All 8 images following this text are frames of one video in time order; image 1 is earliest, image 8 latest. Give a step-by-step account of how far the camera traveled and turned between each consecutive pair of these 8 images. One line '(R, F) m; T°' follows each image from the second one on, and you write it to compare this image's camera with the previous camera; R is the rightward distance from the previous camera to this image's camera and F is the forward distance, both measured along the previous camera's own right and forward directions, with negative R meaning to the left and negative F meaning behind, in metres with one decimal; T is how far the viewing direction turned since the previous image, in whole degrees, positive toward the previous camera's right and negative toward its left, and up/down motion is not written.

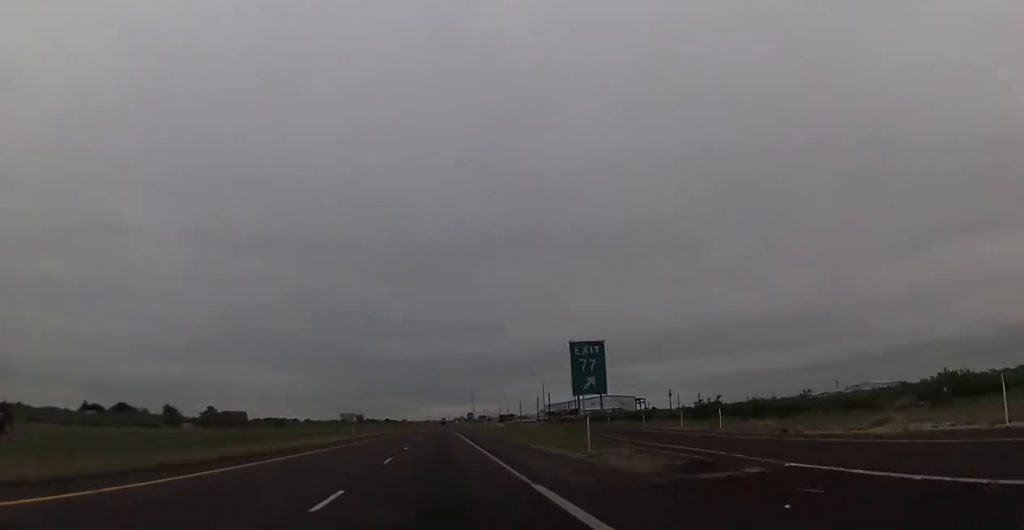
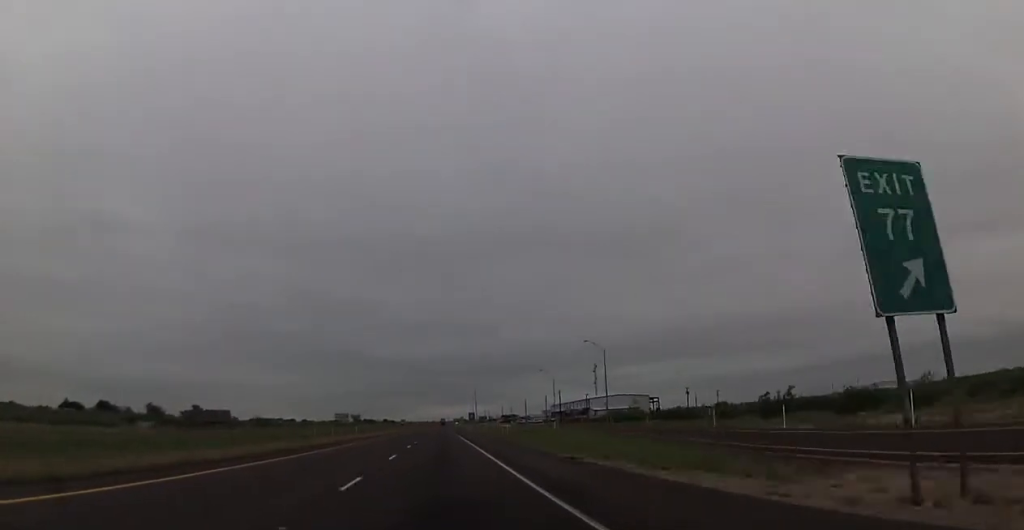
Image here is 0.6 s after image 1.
(-0.2, +21.1) m; 0°
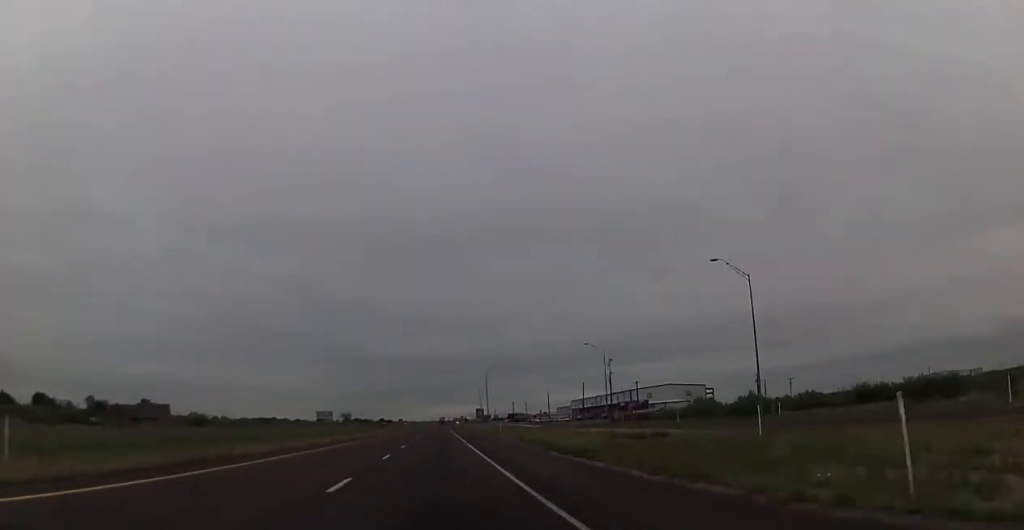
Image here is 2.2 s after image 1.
(+0.8, +60.7) m; +1°
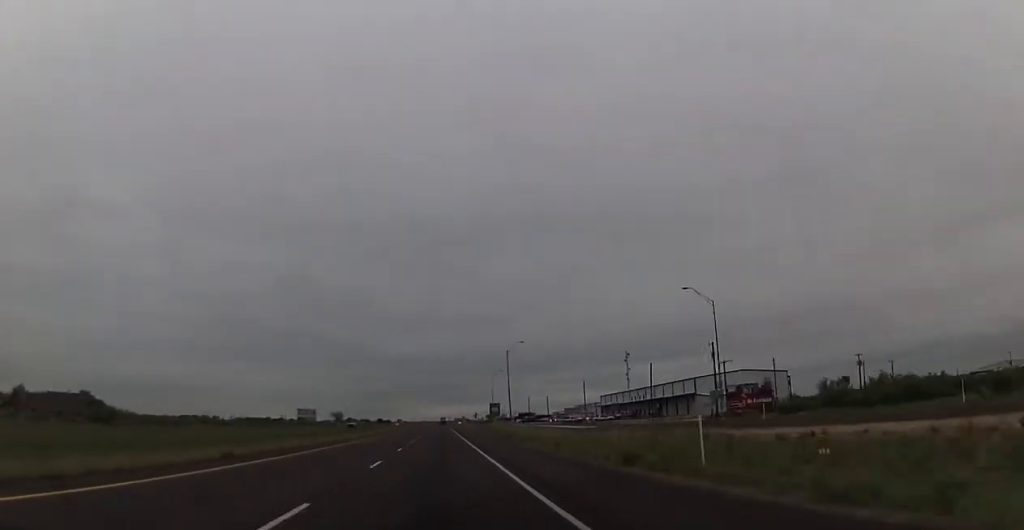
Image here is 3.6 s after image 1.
(-0.3, +53.4) m; 0°
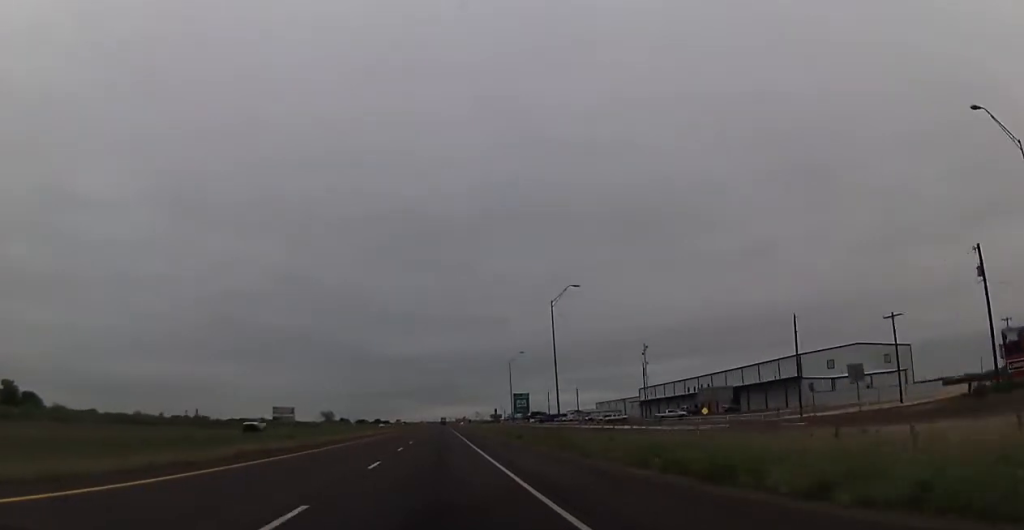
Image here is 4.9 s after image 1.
(+0.2, +48.6) m; 0°
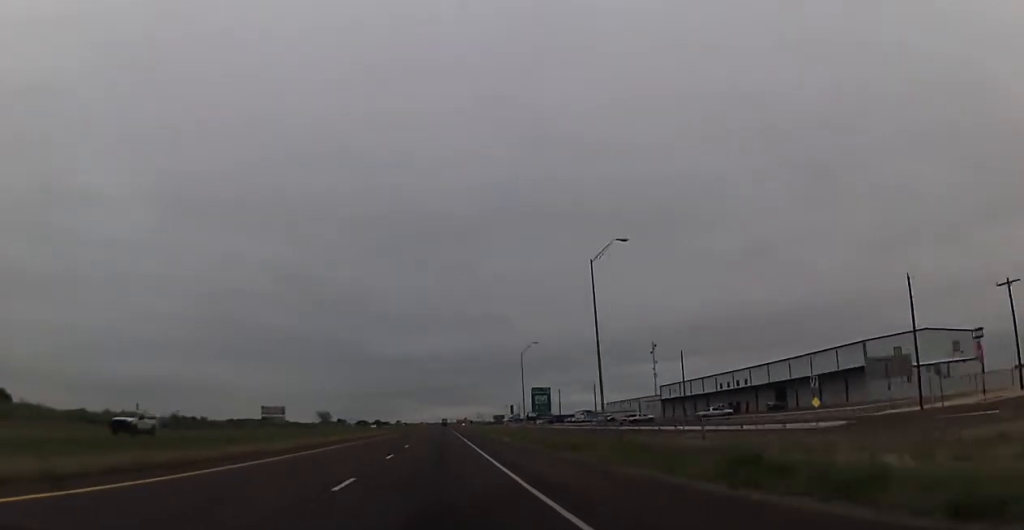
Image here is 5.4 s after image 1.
(-0.2, +18.7) m; 0°
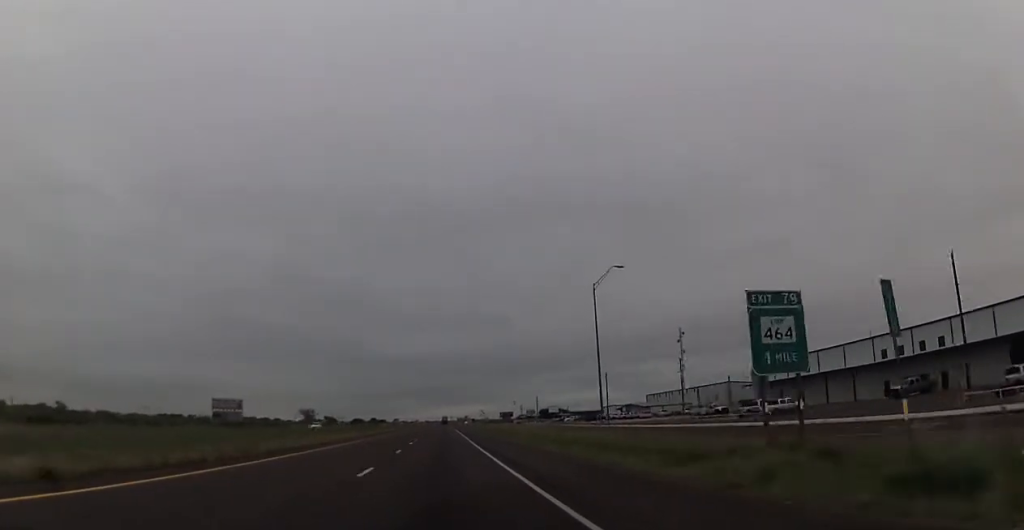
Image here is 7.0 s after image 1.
(+0.5, +57.1) m; +1°
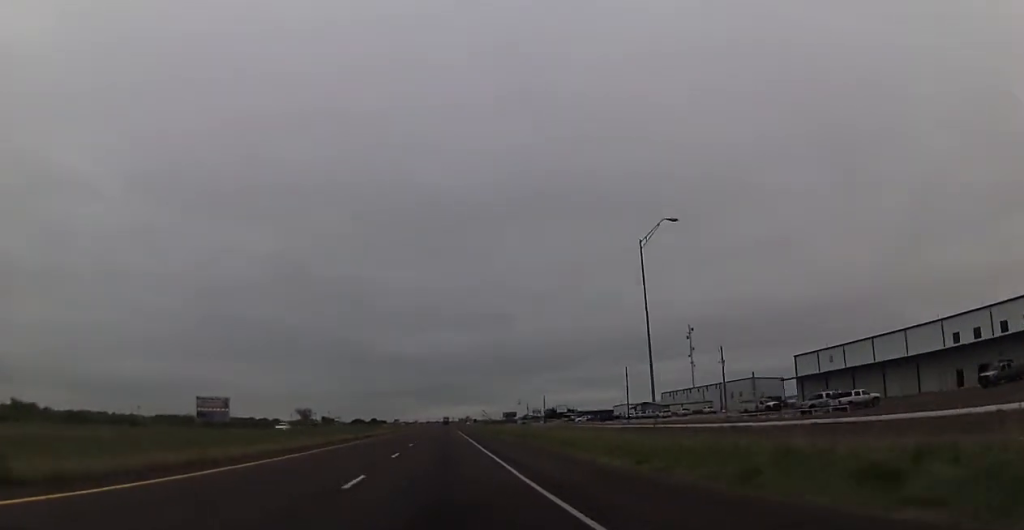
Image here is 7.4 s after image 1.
(+0.2, +14.9) m; 0°
